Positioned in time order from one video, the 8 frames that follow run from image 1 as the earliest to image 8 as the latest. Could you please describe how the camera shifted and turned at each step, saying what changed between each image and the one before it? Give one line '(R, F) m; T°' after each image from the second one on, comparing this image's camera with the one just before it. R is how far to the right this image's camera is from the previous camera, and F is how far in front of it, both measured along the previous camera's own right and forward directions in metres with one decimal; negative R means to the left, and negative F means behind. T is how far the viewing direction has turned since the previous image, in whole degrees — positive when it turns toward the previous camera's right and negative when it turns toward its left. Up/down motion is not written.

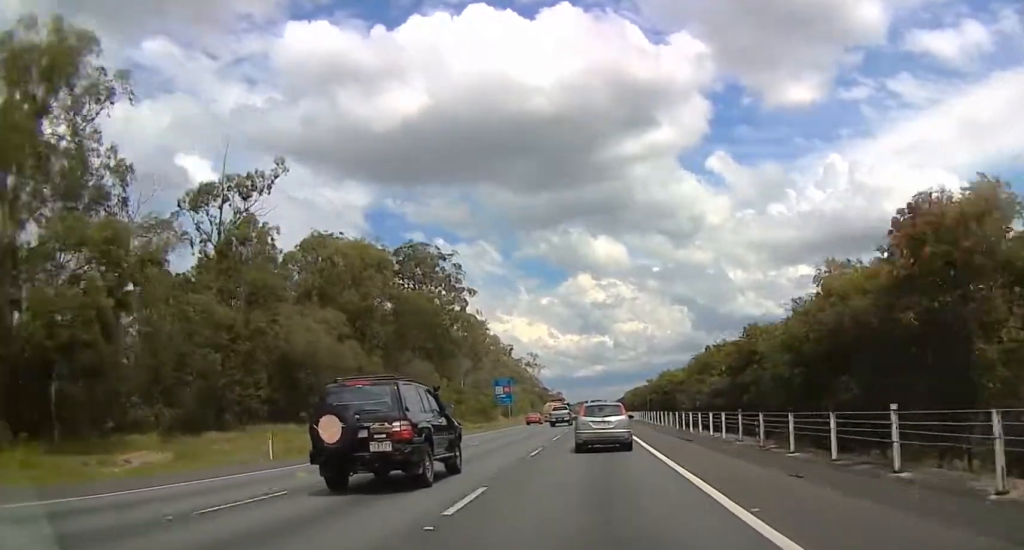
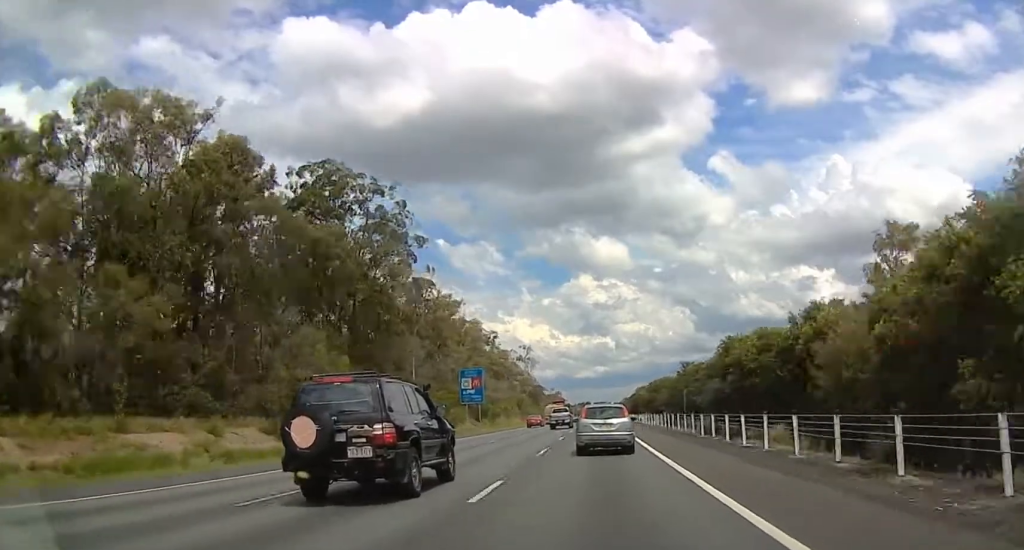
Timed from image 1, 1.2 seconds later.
(+0.3, +35.3) m; 0°
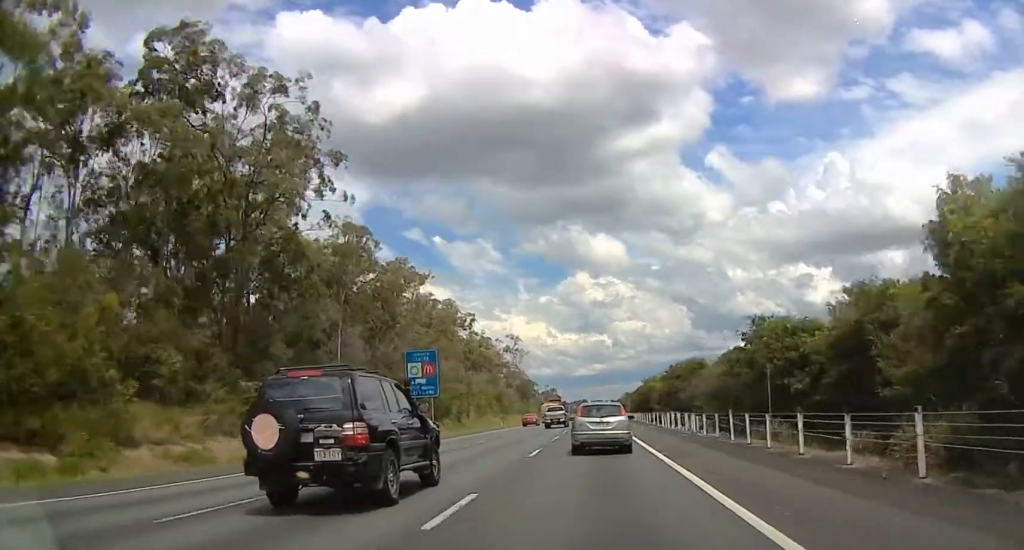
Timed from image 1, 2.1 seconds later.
(-0.1, +26.4) m; 0°
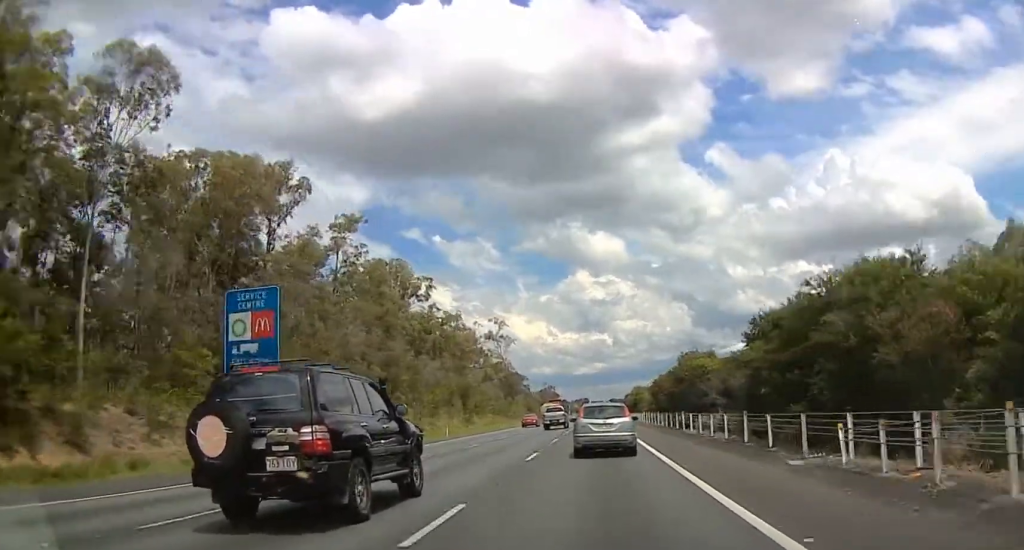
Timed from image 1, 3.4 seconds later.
(-0.1, +36.9) m; 0°
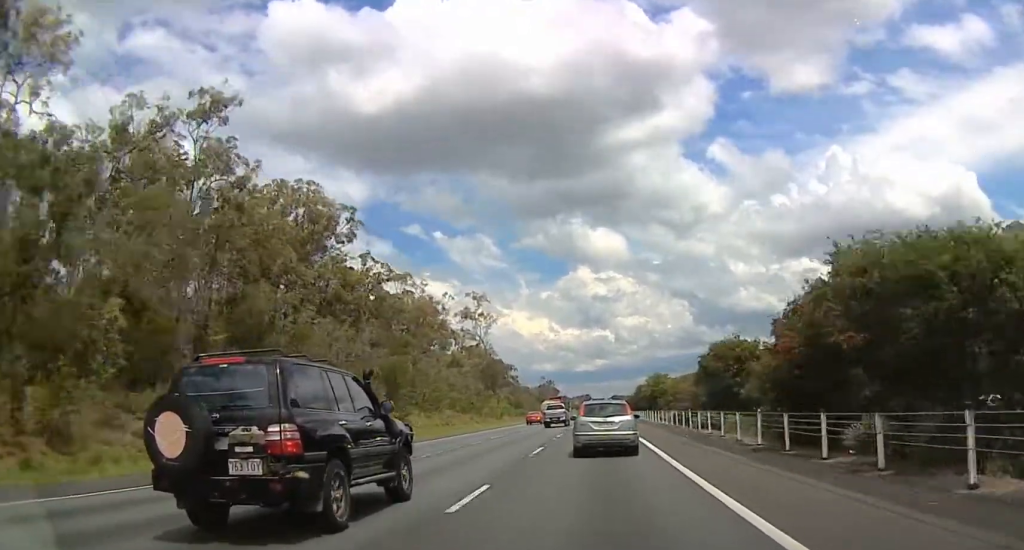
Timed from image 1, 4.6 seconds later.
(+0.7, +34.6) m; 0°
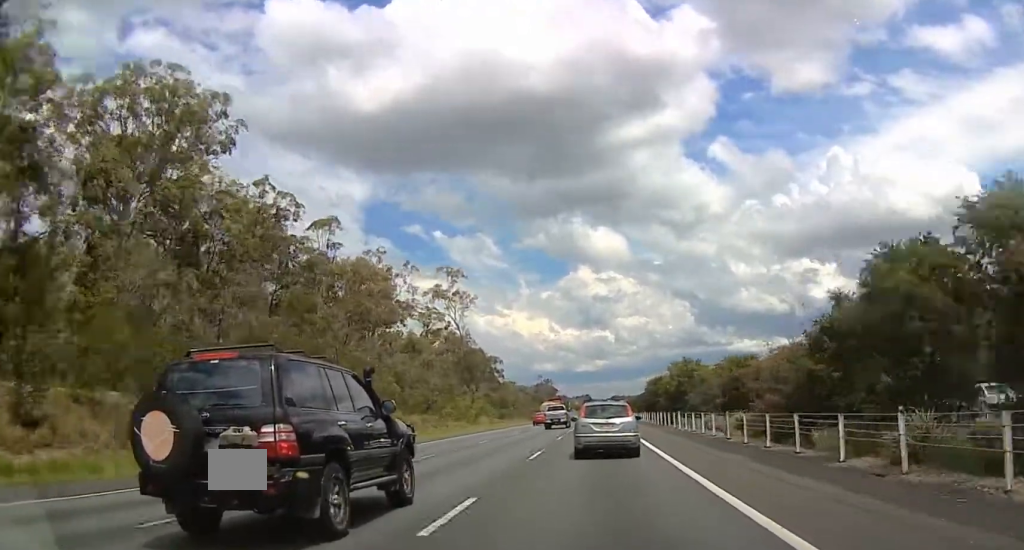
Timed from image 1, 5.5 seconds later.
(-0.9, +26.6) m; 0°
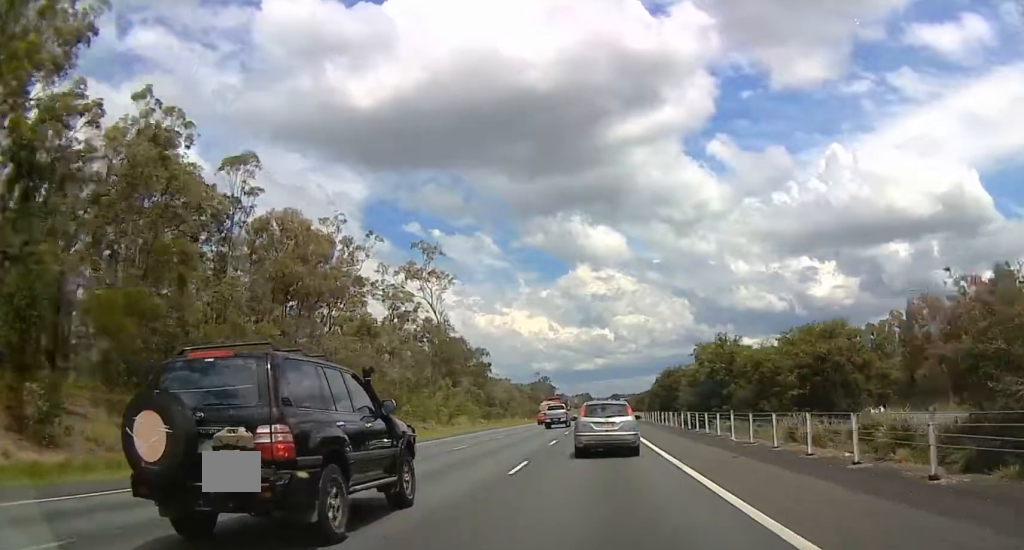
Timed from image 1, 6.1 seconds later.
(+0.3, +17.2) m; 0°
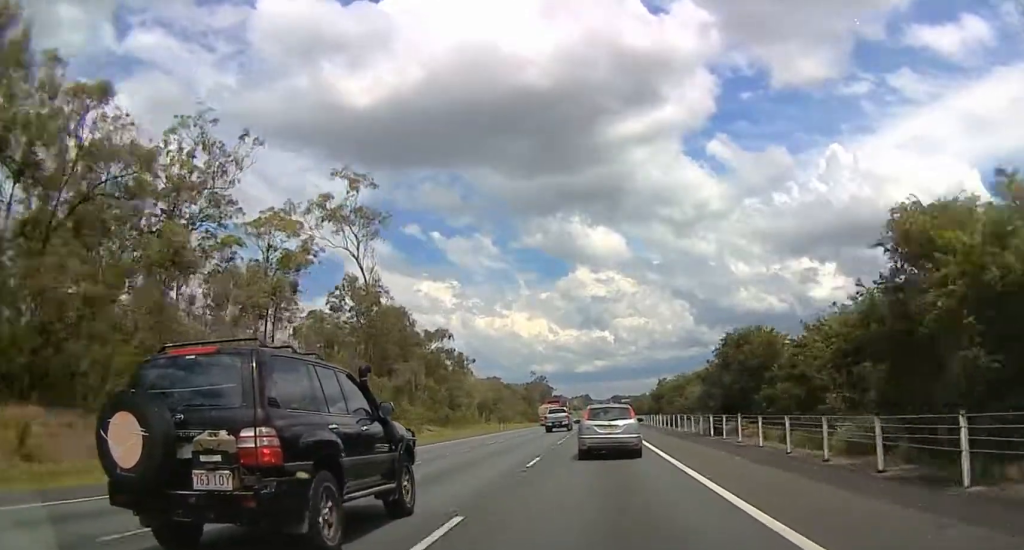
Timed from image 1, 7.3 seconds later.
(+0.1, +33.7) m; 0°
